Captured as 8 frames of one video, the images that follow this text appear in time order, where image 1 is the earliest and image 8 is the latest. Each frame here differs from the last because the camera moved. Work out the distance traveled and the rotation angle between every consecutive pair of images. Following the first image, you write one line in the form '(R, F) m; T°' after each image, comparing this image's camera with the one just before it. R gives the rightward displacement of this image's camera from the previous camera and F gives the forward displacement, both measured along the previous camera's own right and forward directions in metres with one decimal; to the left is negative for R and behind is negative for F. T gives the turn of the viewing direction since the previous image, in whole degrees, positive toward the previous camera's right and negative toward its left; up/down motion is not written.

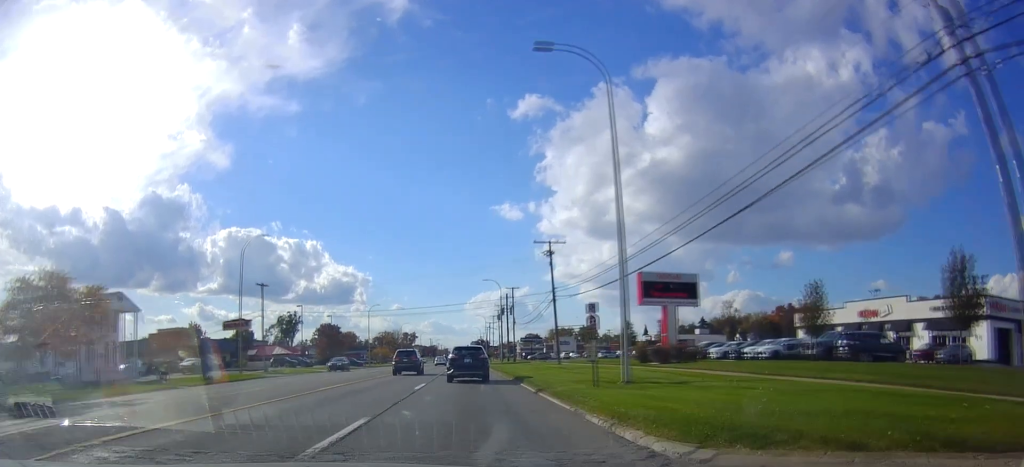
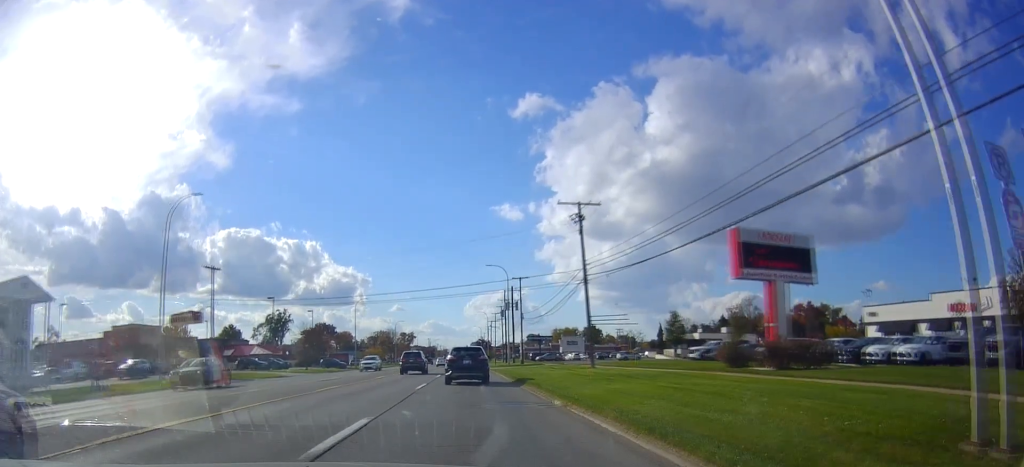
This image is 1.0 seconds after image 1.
(+0.2, +15.1) m; -1°
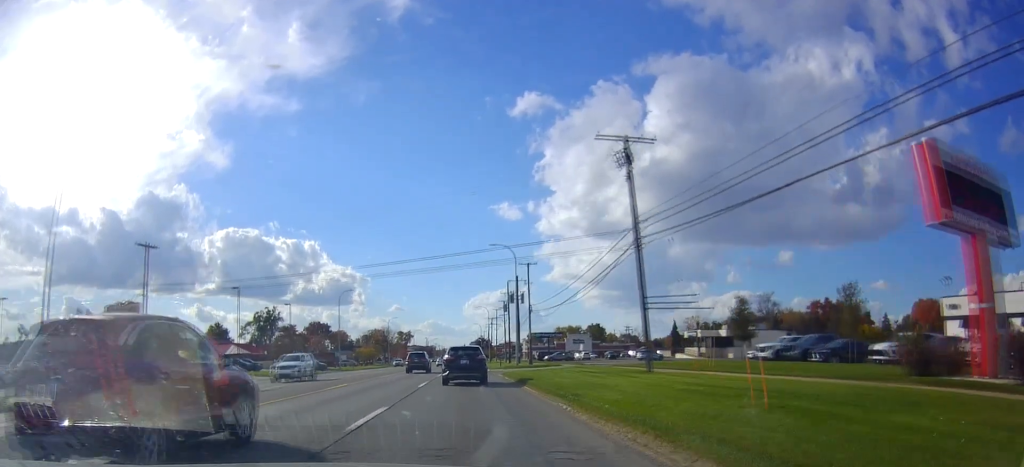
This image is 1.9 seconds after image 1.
(-0.3, +13.4) m; -2°
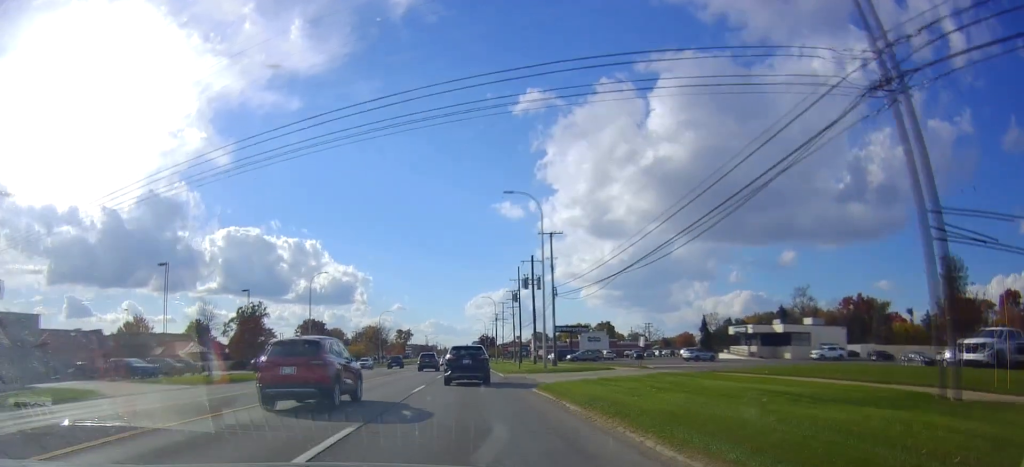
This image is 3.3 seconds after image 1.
(-0.4, +19.7) m; -1°
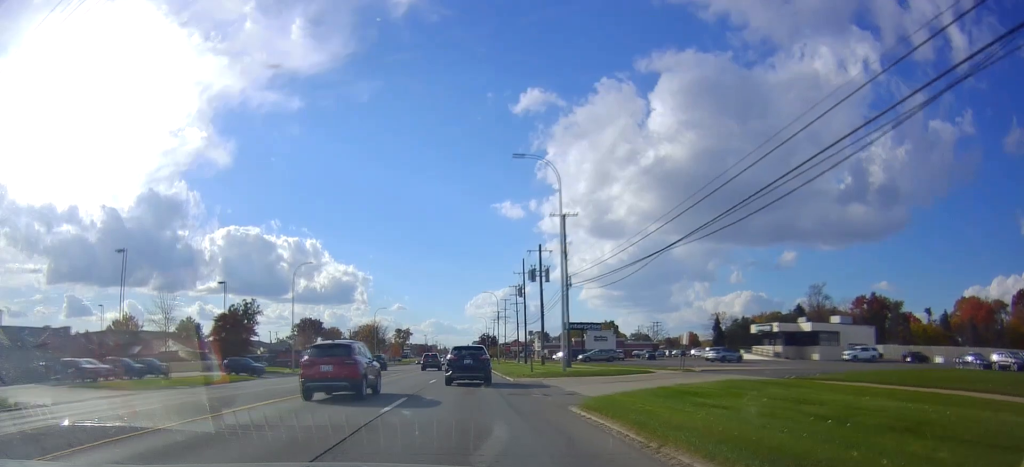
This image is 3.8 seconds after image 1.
(0.0, +8.1) m; 0°
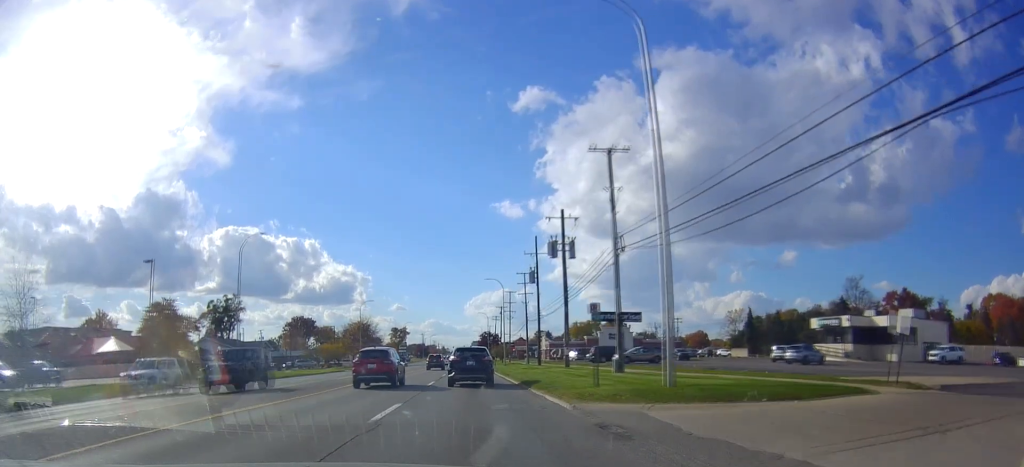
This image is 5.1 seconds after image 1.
(0.0, +17.6) m; +2°
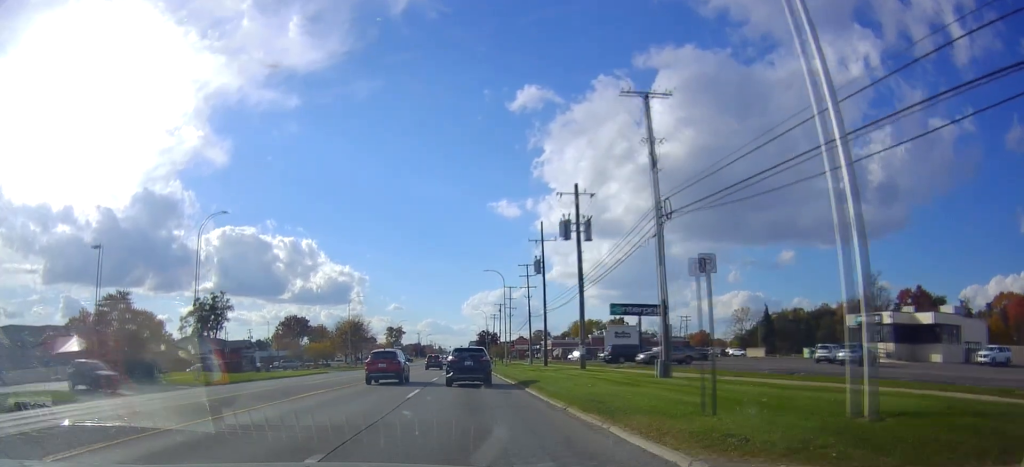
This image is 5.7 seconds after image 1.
(+0.2, +8.5) m; 0°
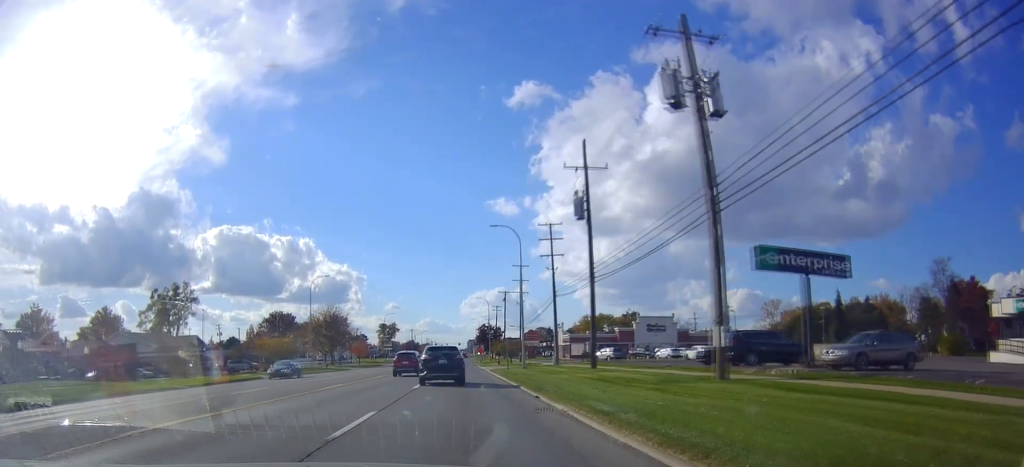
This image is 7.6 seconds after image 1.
(-0.4, +25.4) m; -2°
